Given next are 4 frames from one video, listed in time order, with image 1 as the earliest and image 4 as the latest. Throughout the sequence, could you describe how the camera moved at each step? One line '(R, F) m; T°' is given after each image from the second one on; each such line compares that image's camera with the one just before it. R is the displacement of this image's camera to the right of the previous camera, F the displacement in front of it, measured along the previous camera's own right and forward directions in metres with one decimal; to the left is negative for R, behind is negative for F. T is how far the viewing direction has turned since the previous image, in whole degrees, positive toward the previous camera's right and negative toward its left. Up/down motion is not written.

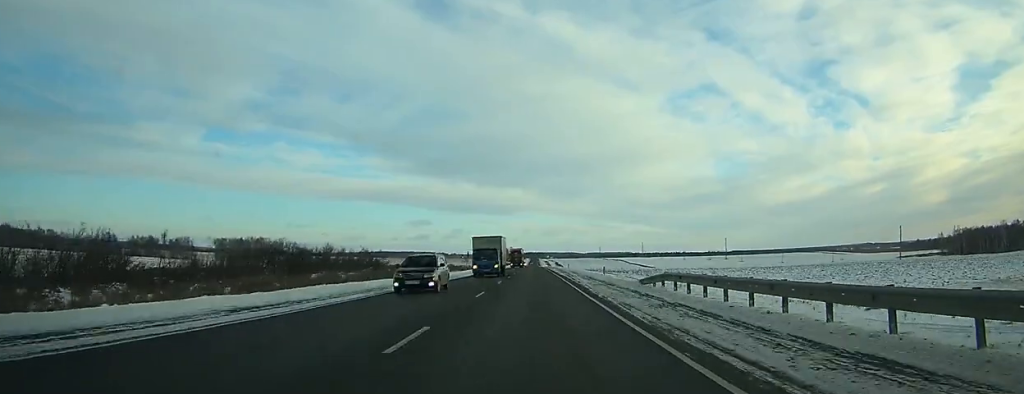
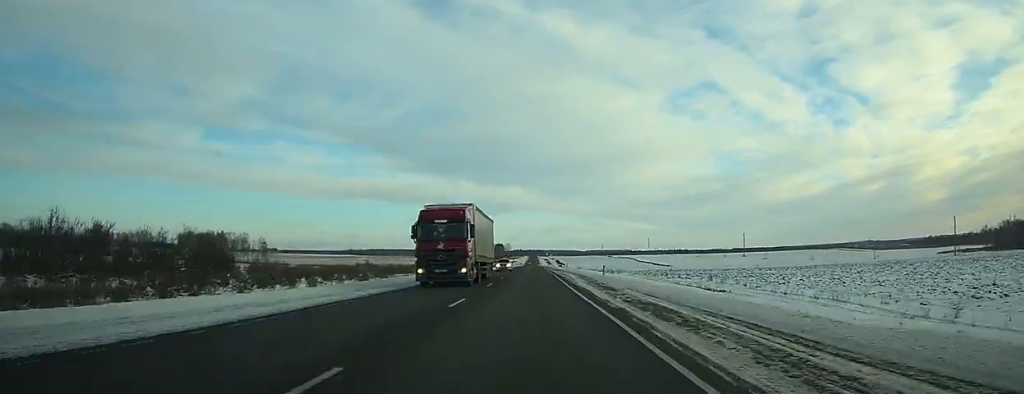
(+0.3, +59.4) m; 0°
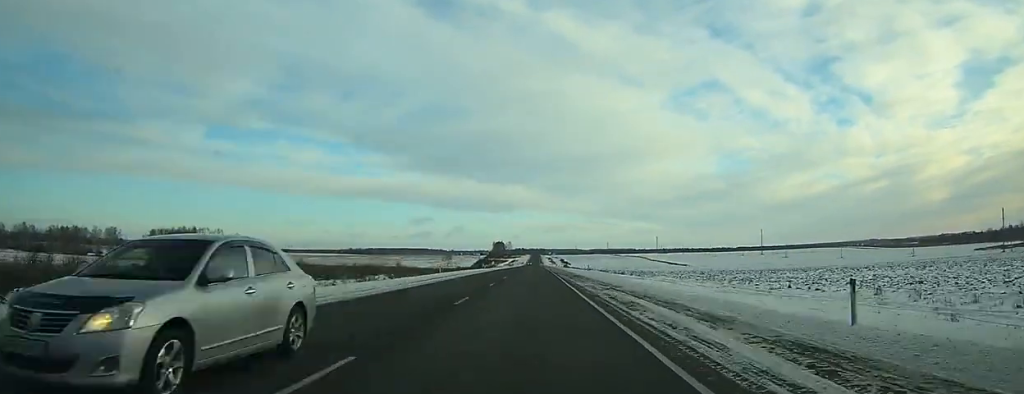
(-0.1, +37.3) m; 0°
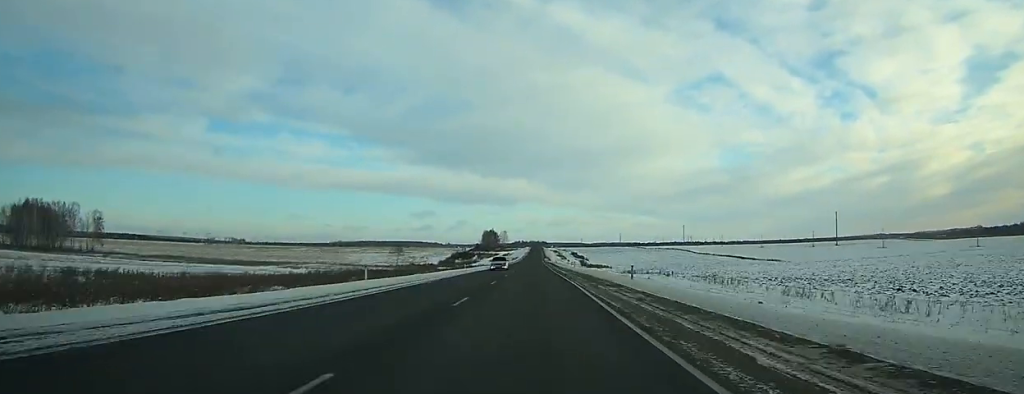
(-0.3, +112.9) m; 0°
